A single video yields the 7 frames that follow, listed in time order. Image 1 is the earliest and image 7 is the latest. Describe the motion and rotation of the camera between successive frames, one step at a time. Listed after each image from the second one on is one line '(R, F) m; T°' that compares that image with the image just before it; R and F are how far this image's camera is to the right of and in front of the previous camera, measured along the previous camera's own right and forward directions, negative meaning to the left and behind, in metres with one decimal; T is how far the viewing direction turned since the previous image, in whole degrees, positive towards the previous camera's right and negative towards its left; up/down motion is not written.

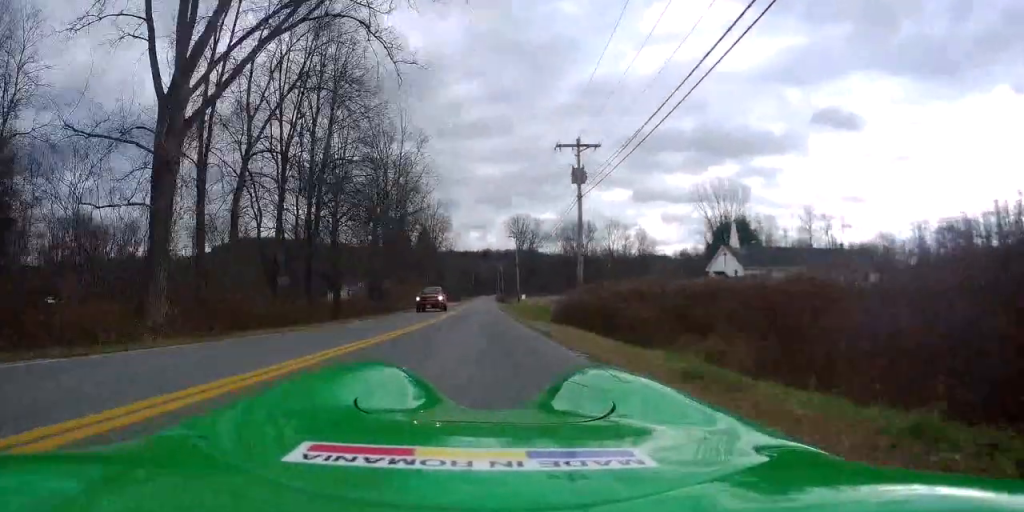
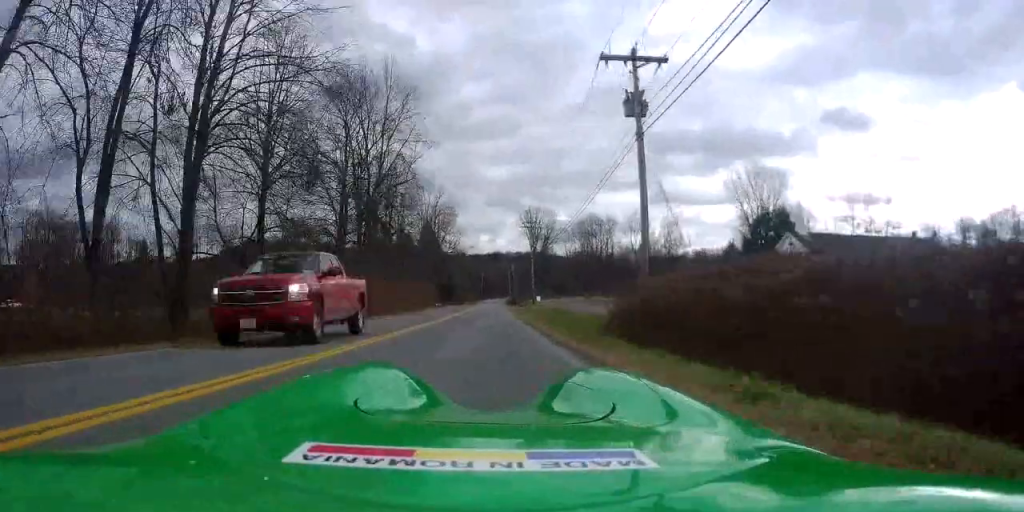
(-0.1, +14.7) m; 0°
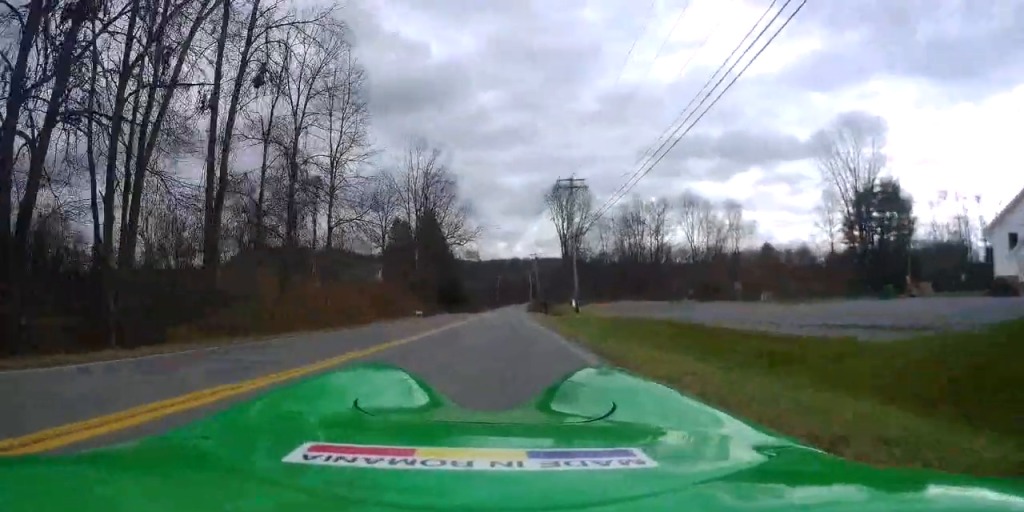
(-0.2, +31.8) m; -2°
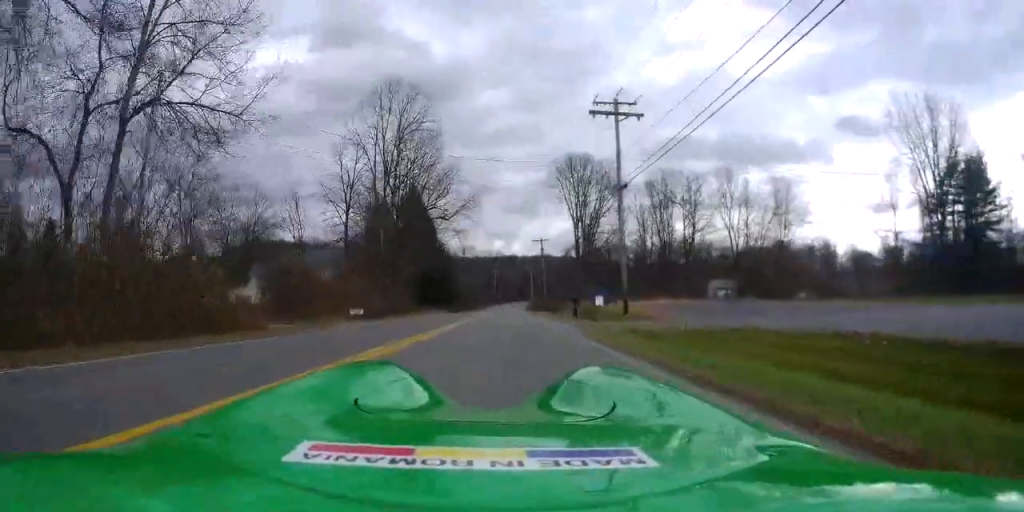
(-0.3, +18.6) m; -1°
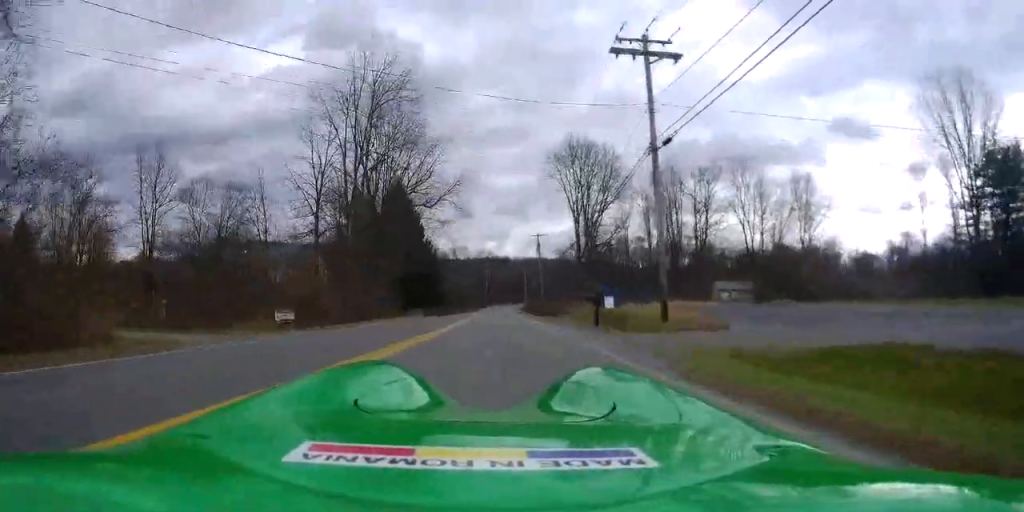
(0.0, +8.2) m; 0°
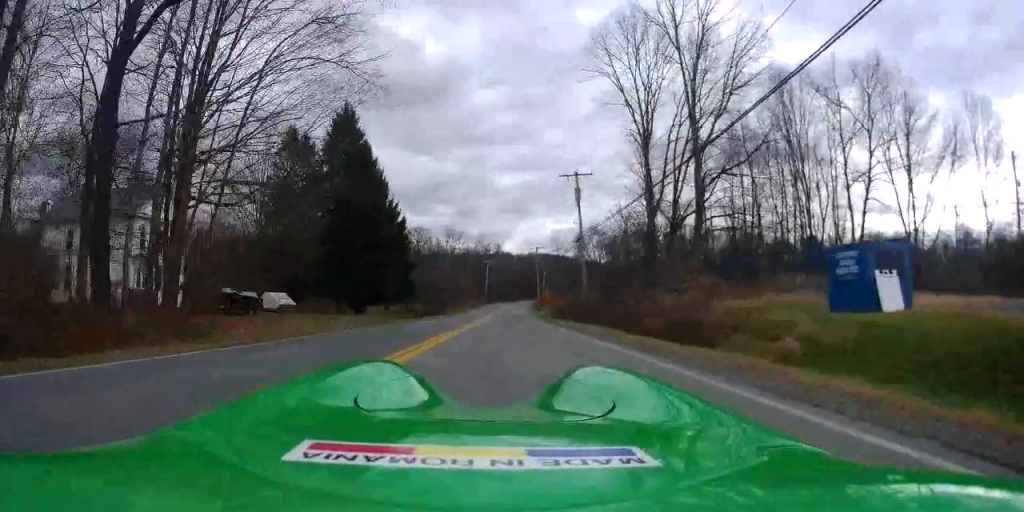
(0.0, +35.1) m; 0°
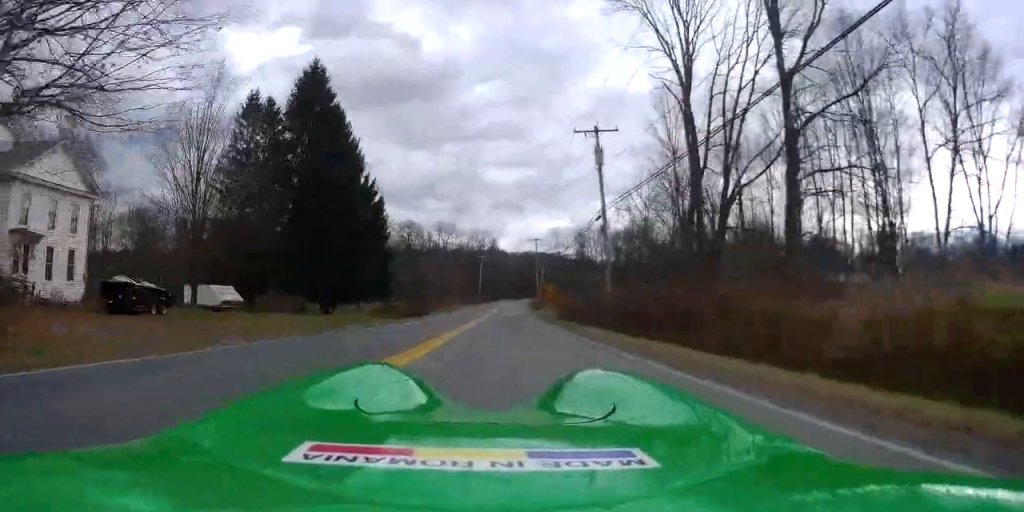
(0.0, +9.7) m; +1°
